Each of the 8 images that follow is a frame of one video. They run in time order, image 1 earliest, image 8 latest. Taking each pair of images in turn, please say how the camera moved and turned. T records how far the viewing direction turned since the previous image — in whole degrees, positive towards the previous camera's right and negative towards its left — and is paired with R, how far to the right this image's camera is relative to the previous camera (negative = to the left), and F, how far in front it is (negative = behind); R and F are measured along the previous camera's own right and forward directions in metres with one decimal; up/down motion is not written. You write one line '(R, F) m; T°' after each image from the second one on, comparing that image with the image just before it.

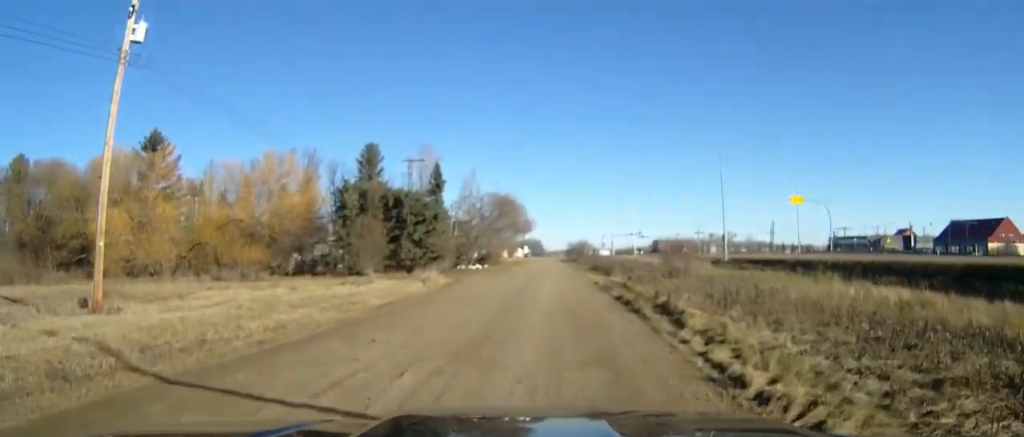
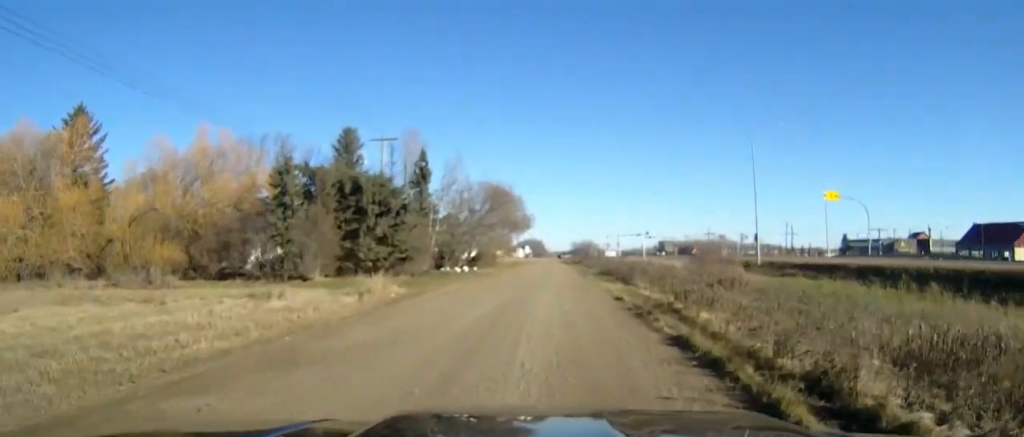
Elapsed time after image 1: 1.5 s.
(0.0, +11.2) m; 0°
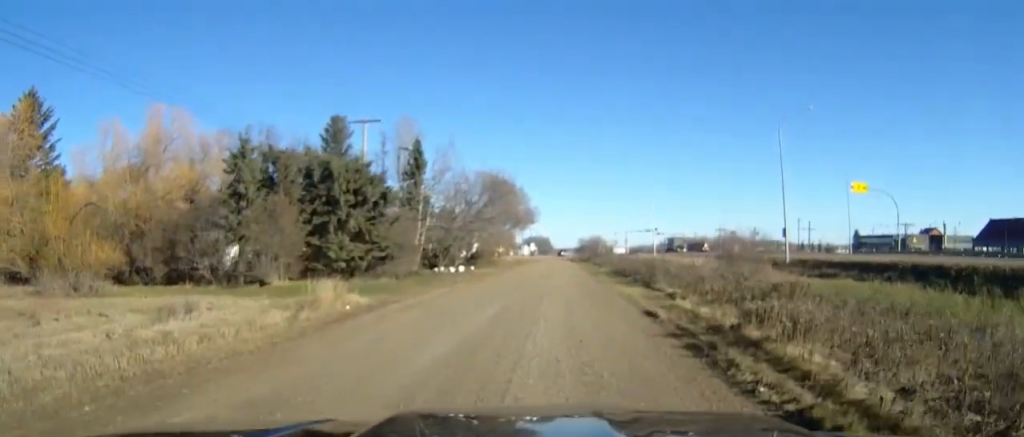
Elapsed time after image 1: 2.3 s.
(0.0, +6.3) m; 0°
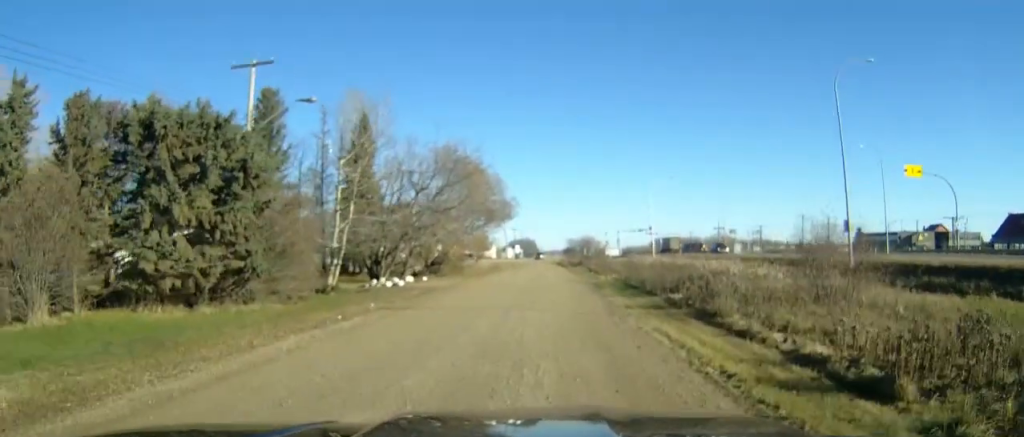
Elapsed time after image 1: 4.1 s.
(0.0, +15.3) m; +1°
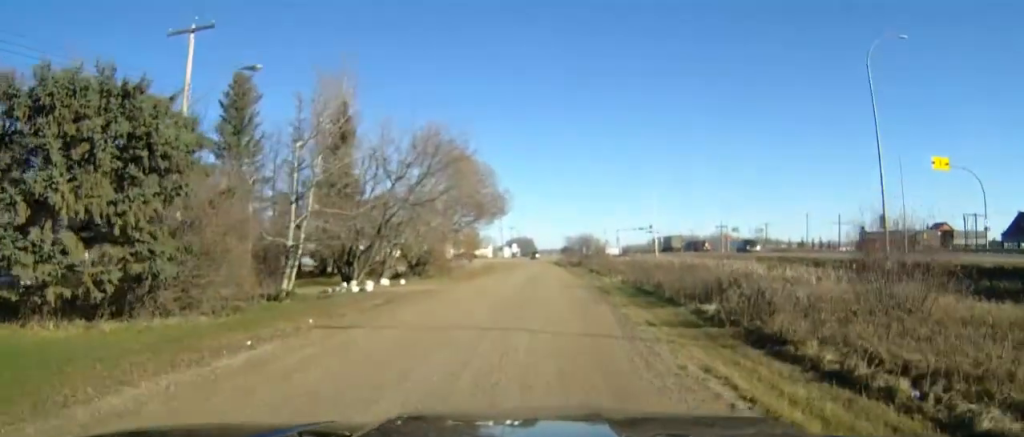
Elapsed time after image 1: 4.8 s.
(0.0, +5.6) m; 0°
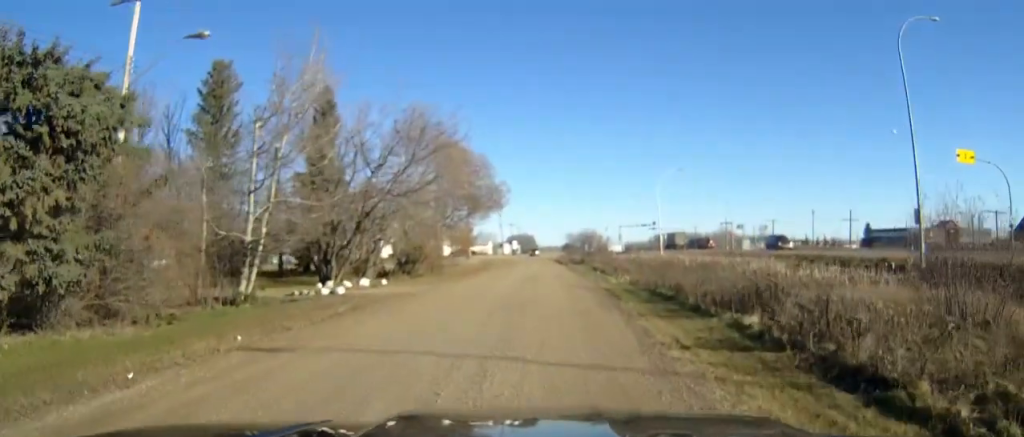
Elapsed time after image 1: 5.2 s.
(0.0, +4.1) m; 0°
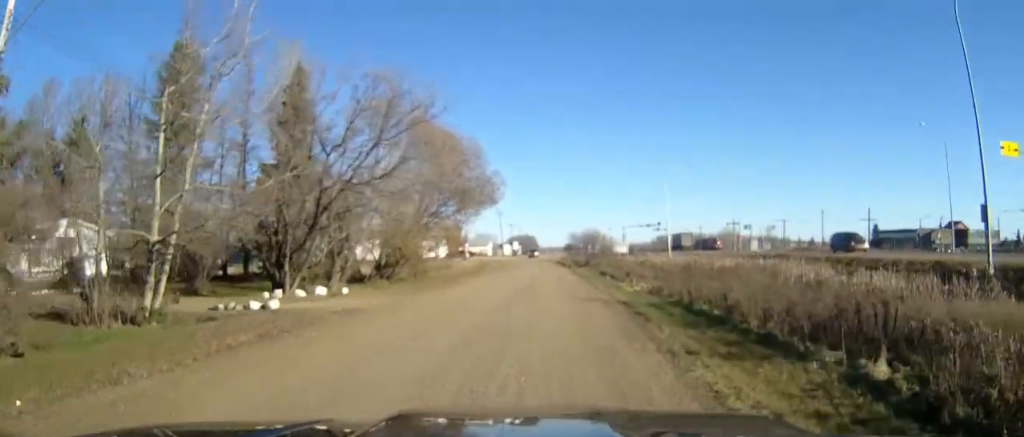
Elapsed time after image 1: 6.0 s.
(0.0, +6.4) m; 0°
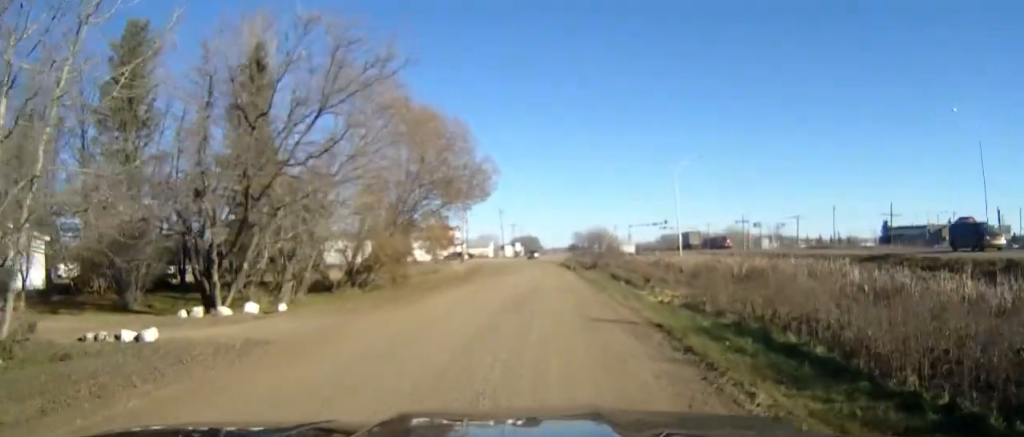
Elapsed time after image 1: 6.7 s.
(0.0, +6.6) m; 0°
